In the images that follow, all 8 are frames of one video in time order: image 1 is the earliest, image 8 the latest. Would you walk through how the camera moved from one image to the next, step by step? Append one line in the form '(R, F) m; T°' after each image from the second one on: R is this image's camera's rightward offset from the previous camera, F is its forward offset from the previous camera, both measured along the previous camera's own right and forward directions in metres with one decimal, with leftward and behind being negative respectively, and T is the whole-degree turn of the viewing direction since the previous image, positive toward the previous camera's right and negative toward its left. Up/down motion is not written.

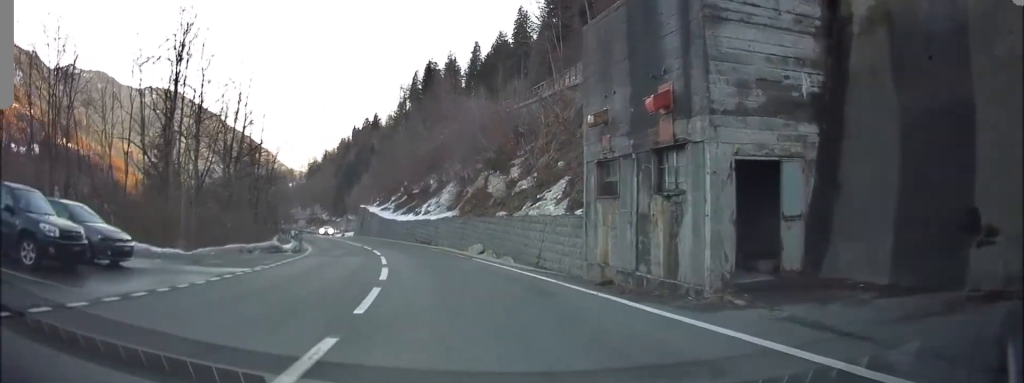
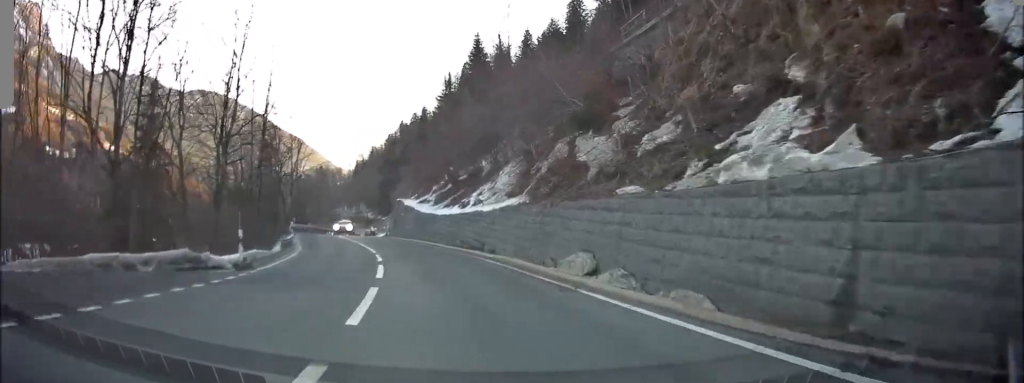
(-0.4, +14.5) m; -4°
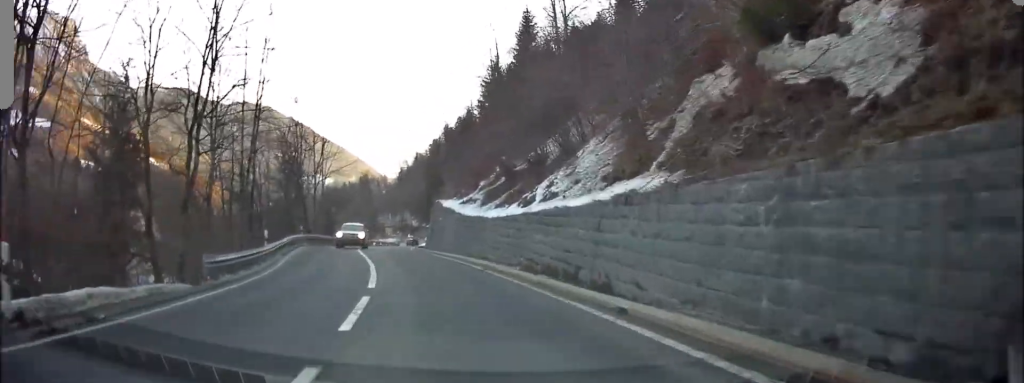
(-0.4, +11.5) m; -3°
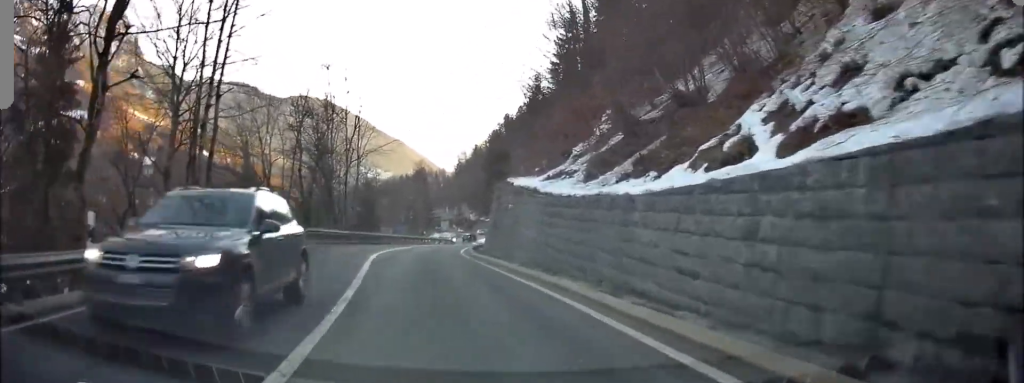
(-0.5, +14.9) m; -6°
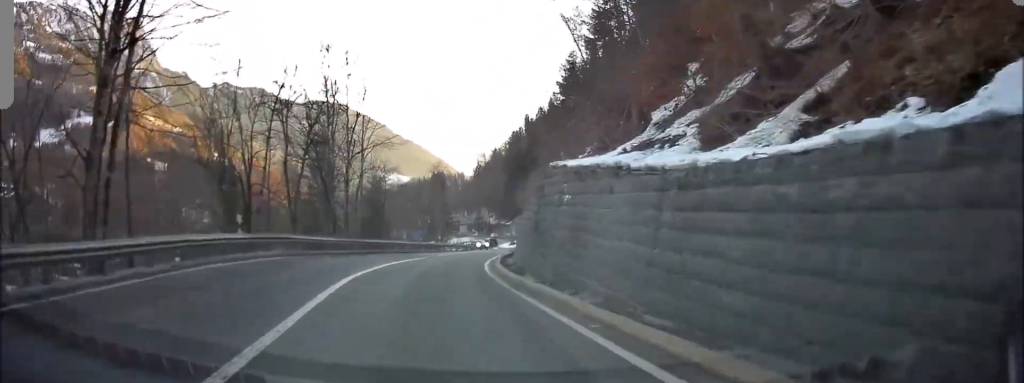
(-0.5, +8.8) m; -4°
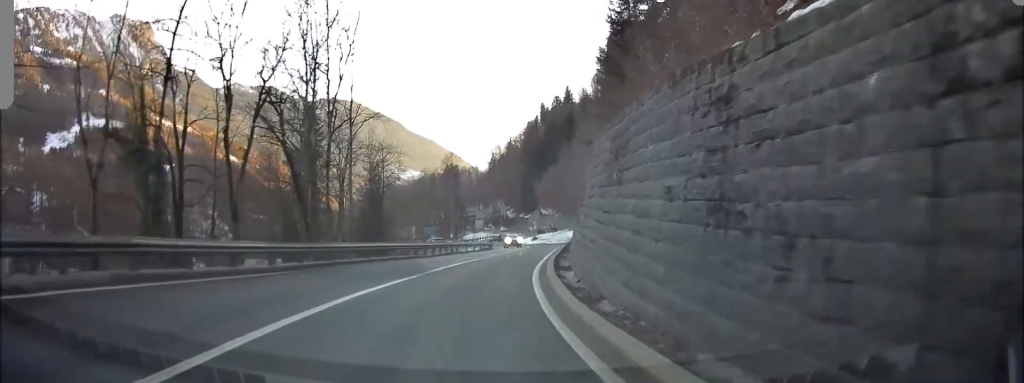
(-0.4, +11.9) m; 0°
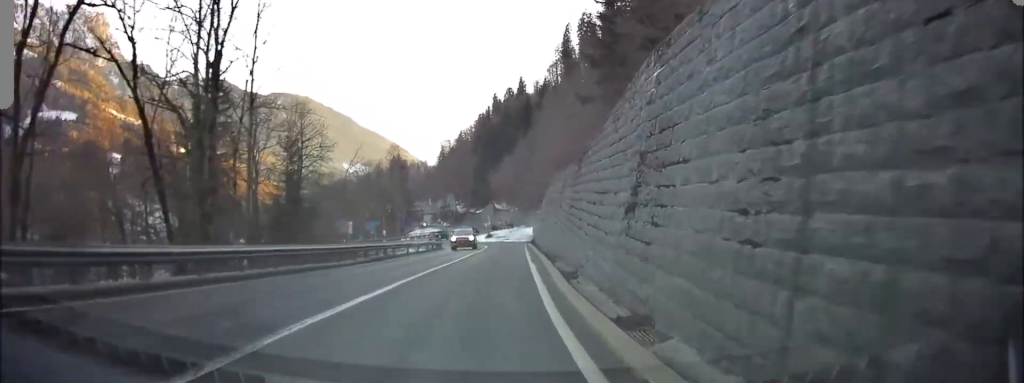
(+0.4, +11.3) m; +2°
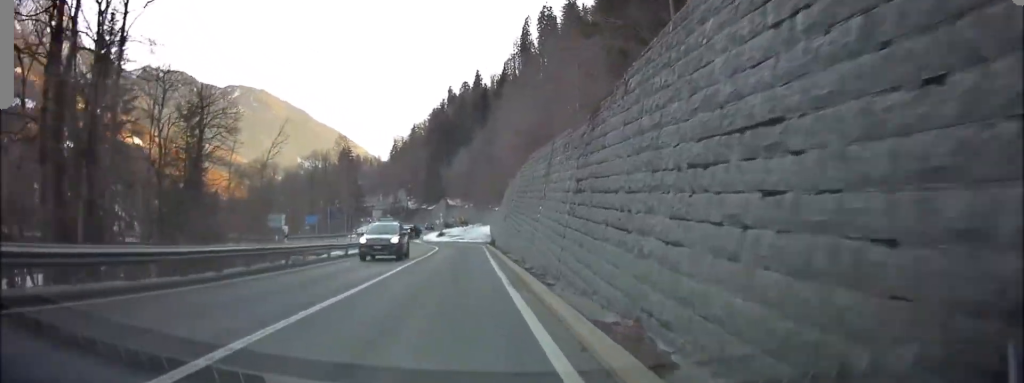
(-0.1, +8.4) m; 0°
